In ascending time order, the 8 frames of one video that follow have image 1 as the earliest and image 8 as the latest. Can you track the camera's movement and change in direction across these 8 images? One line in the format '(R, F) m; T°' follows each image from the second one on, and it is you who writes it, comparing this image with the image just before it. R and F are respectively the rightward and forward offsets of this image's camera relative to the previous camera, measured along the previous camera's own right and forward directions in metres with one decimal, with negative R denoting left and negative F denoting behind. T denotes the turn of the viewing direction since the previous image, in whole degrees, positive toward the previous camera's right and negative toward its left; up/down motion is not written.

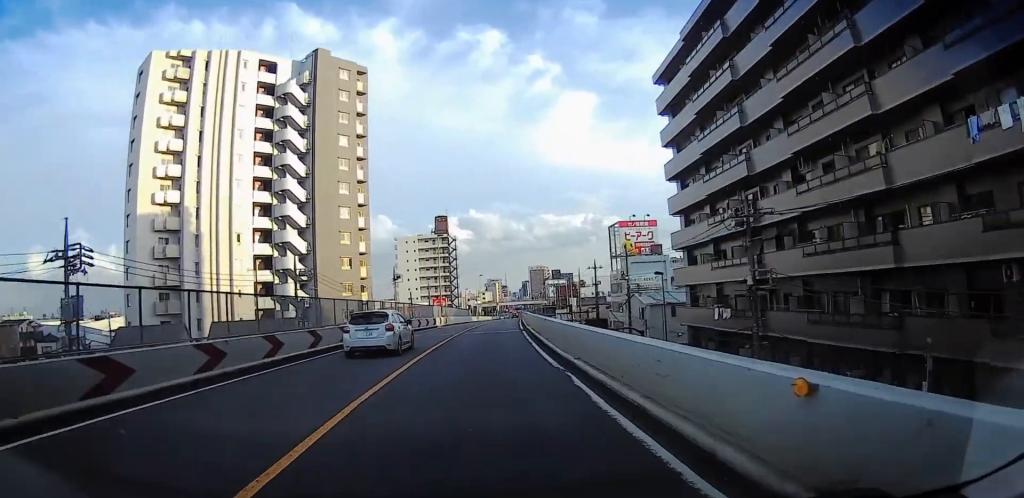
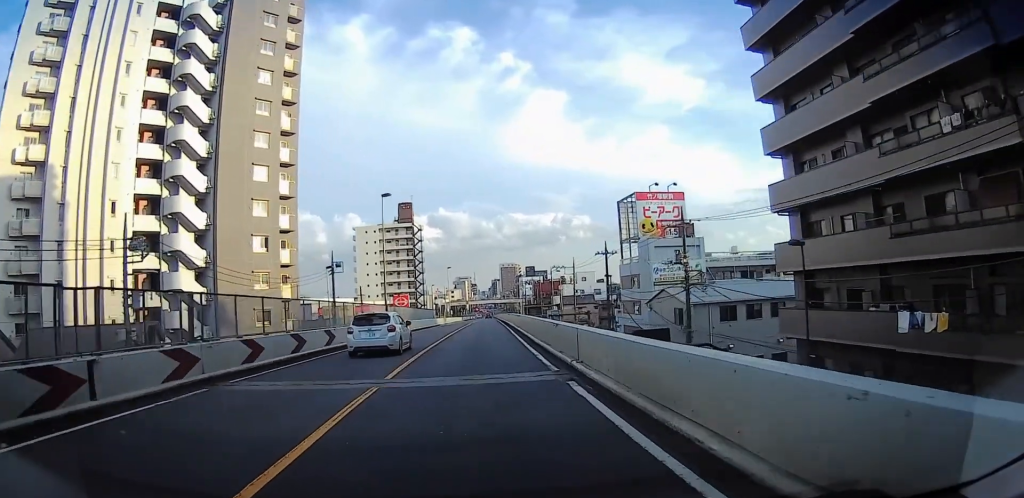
(+0.7, +20.7) m; +4°
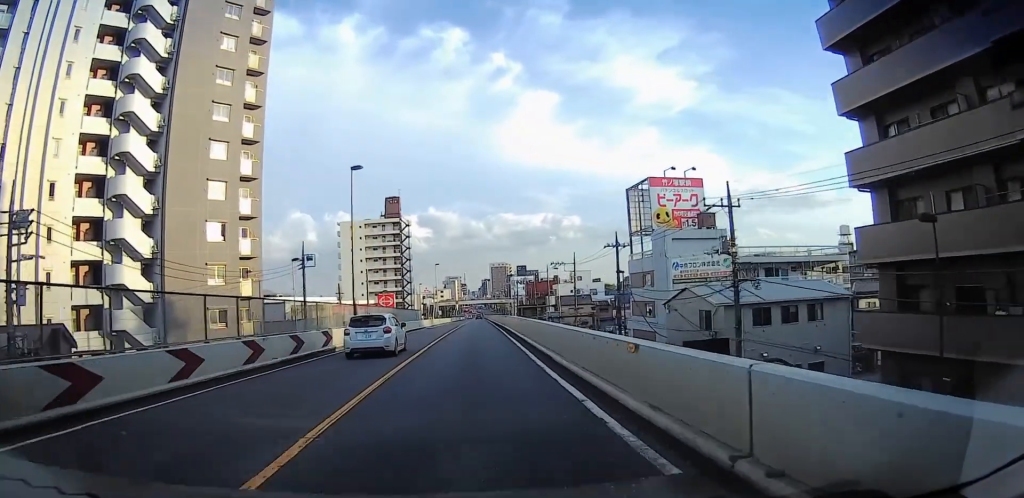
(+0.1, +7.5) m; +1°
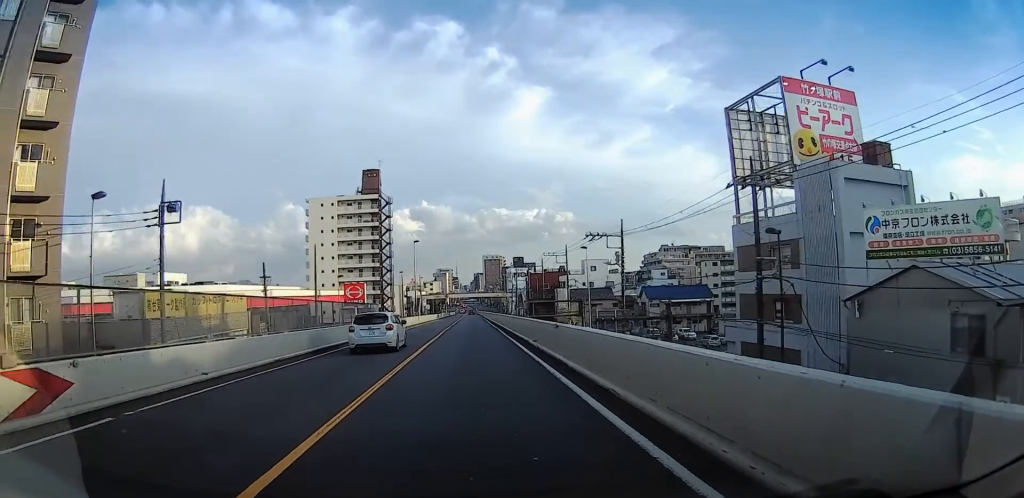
(+0.6, +25.2) m; +1°
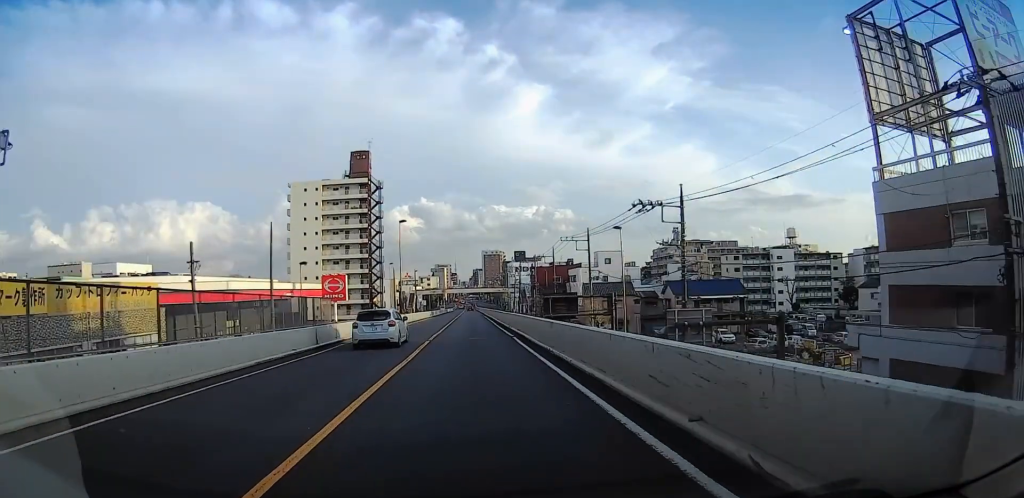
(0.0, +13.5) m; 0°
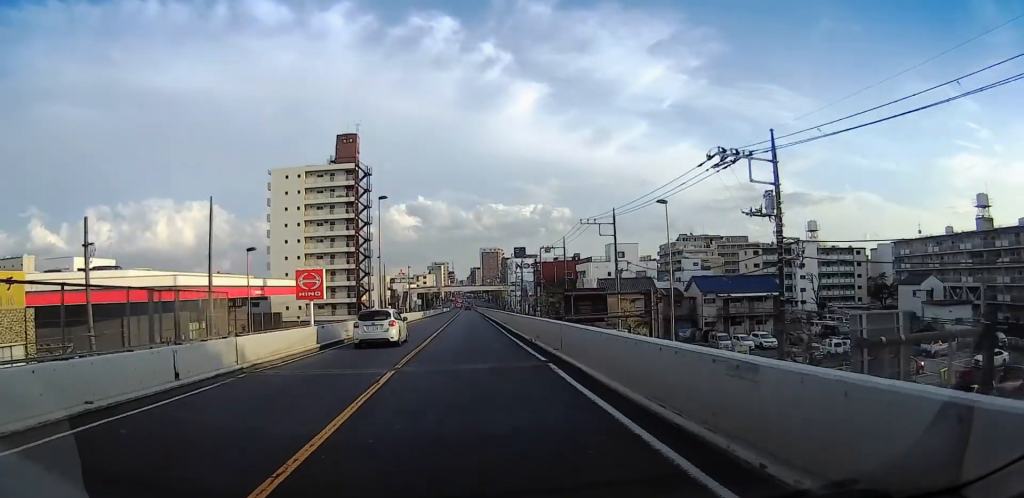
(+0.1, +11.3) m; +1°
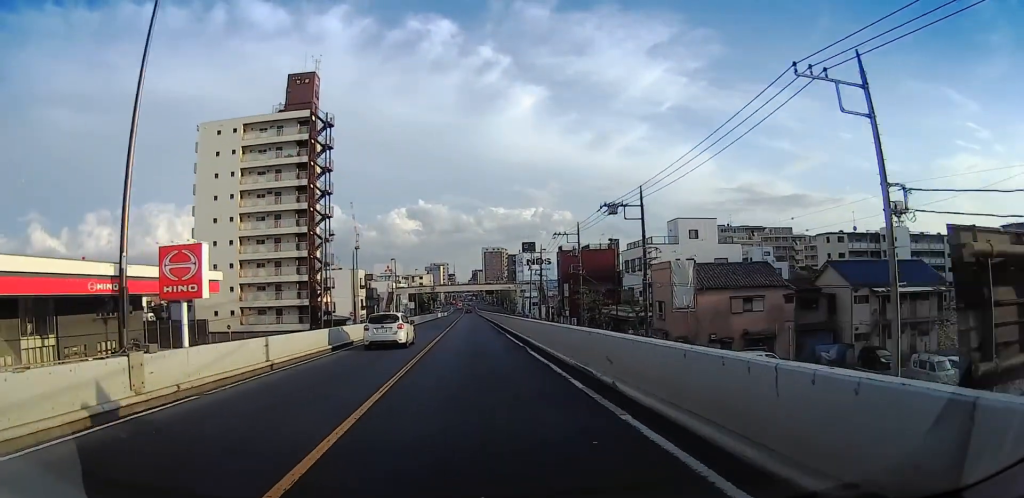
(+0.5, +32.3) m; +1°
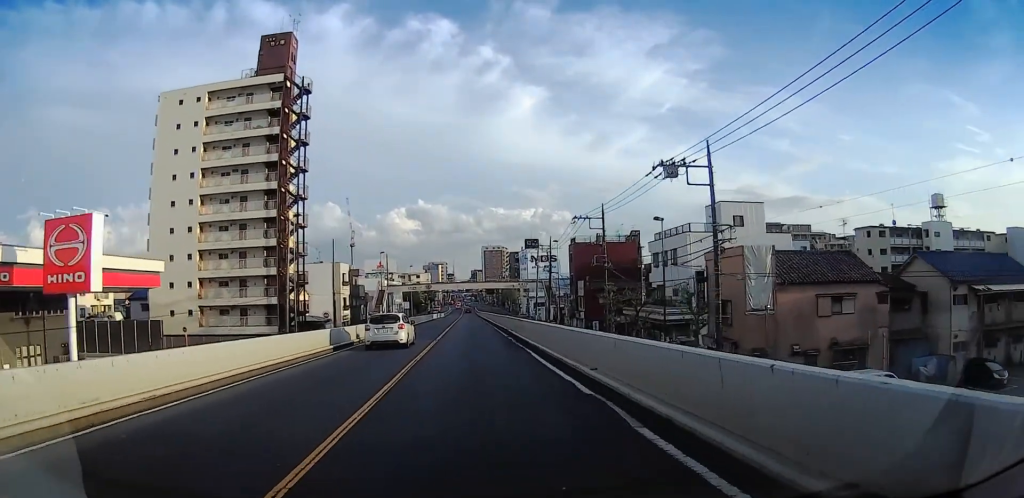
(0.0, +11.9) m; 0°
